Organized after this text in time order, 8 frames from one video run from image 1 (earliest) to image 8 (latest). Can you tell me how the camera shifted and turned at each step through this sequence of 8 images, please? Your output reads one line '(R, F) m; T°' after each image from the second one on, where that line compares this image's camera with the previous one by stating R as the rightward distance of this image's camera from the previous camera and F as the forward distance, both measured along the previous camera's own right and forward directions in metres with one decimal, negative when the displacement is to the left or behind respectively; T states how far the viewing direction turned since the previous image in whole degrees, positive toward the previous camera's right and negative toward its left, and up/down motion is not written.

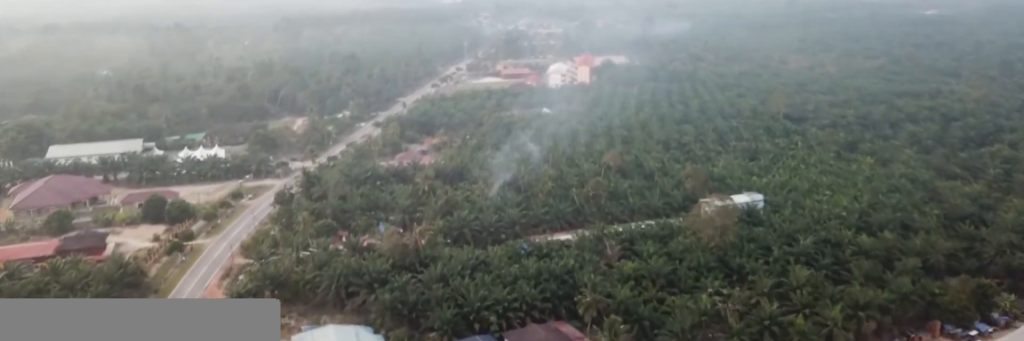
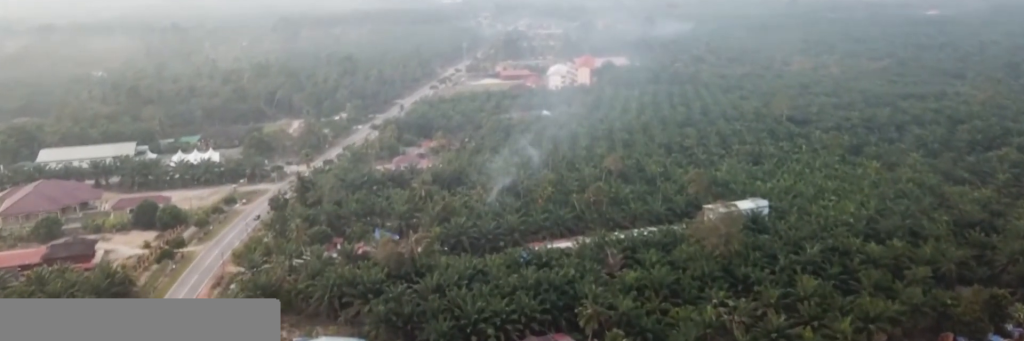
(0.0, +6.0) m; 0°
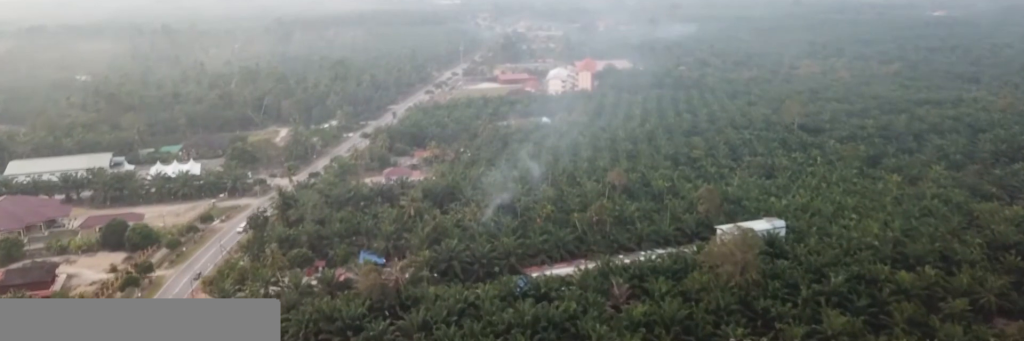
(0.0, +18.8) m; 0°
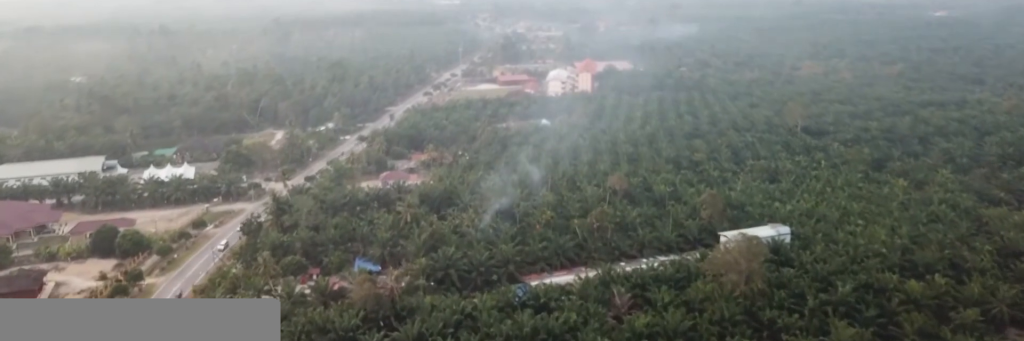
(0.0, +5.0) m; 0°
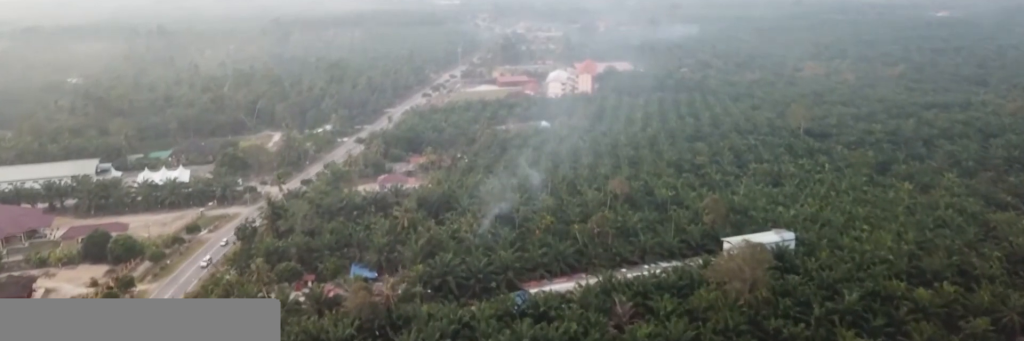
(0.0, +4.3) m; 0°
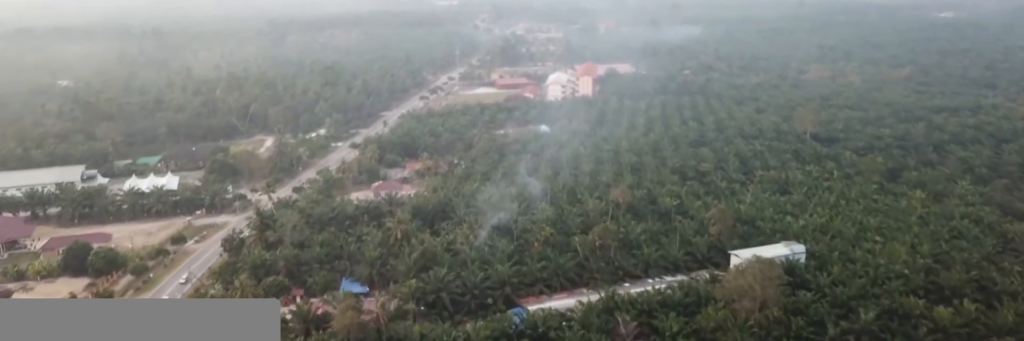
(0.0, +9.6) m; 0°
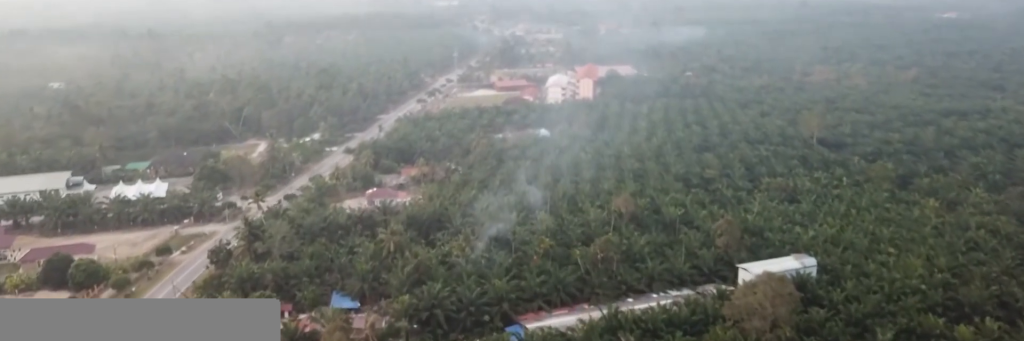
(0.0, +9.3) m; 0°
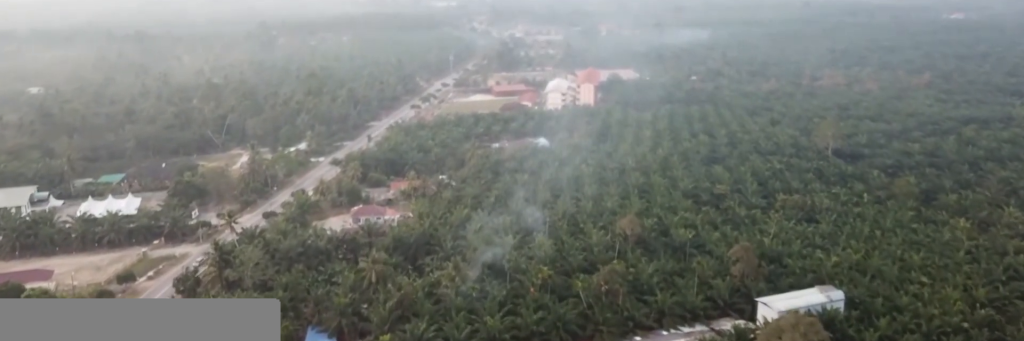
(0.0, +20.0) m; 0°
